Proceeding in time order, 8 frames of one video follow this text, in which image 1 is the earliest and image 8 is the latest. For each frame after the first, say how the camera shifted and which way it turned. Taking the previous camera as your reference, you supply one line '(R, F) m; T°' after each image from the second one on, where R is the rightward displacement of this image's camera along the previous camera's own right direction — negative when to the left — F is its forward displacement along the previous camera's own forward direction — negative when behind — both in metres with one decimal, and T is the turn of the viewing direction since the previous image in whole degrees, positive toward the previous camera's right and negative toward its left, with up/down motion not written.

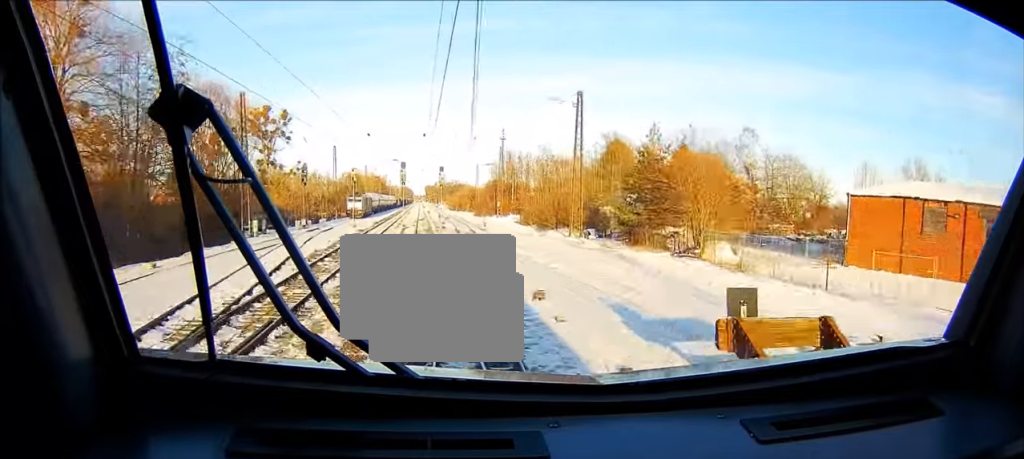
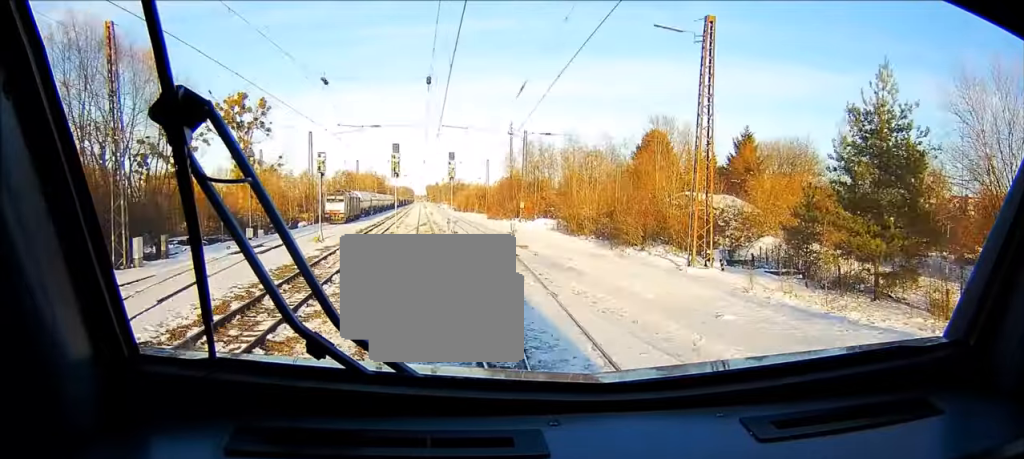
(0.0, +27.1) m; 0°
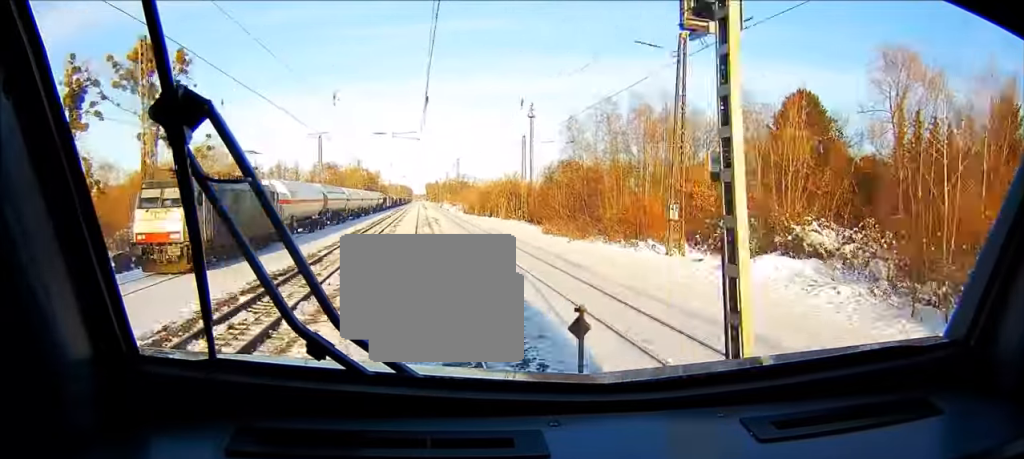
(+0.1, +55.5) m; 0°
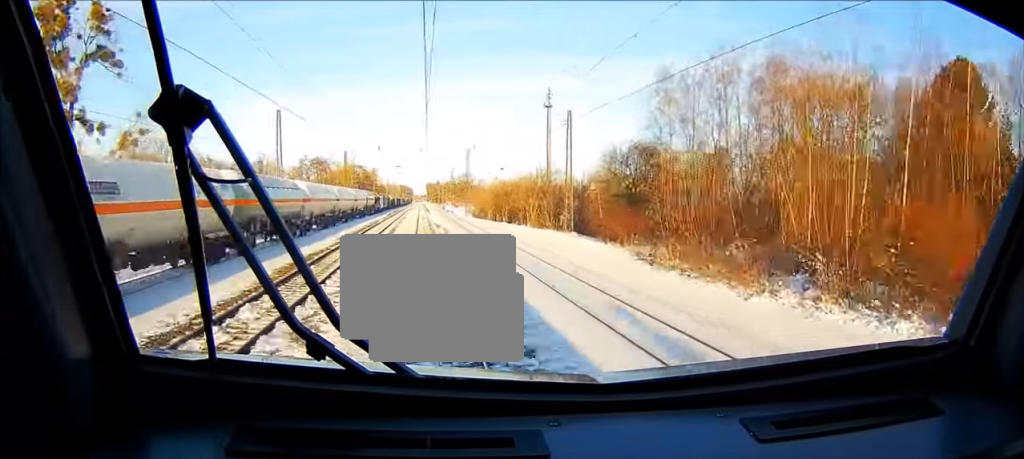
(0.0, +29.7) m; 0°
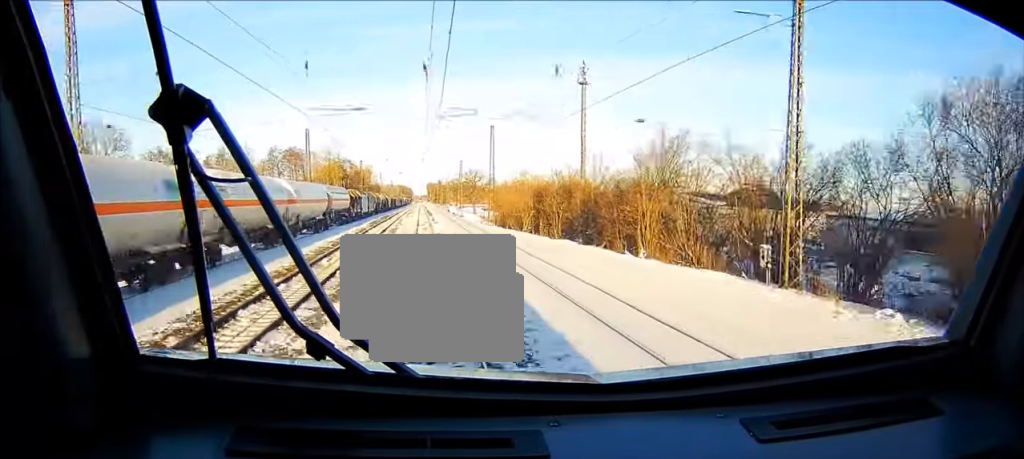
(0.0, +42.6) m; 0°
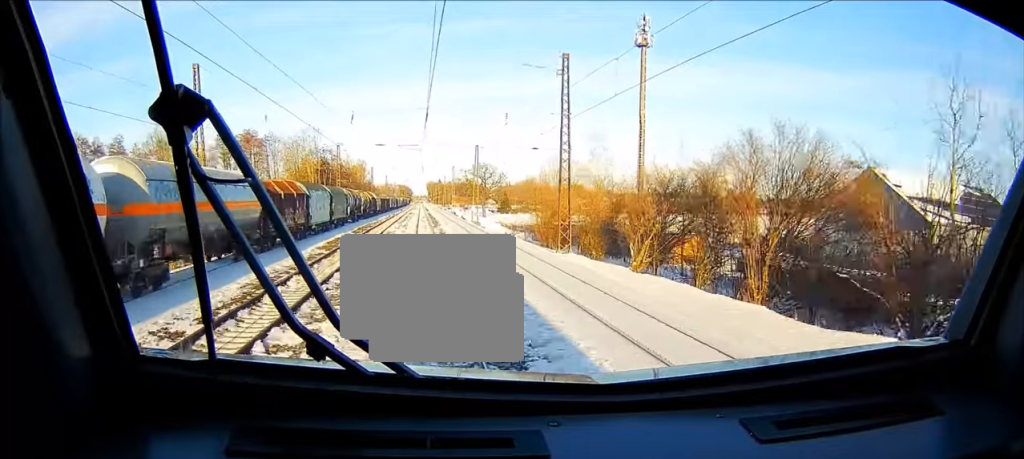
(0.0, +43.8) m; 0°
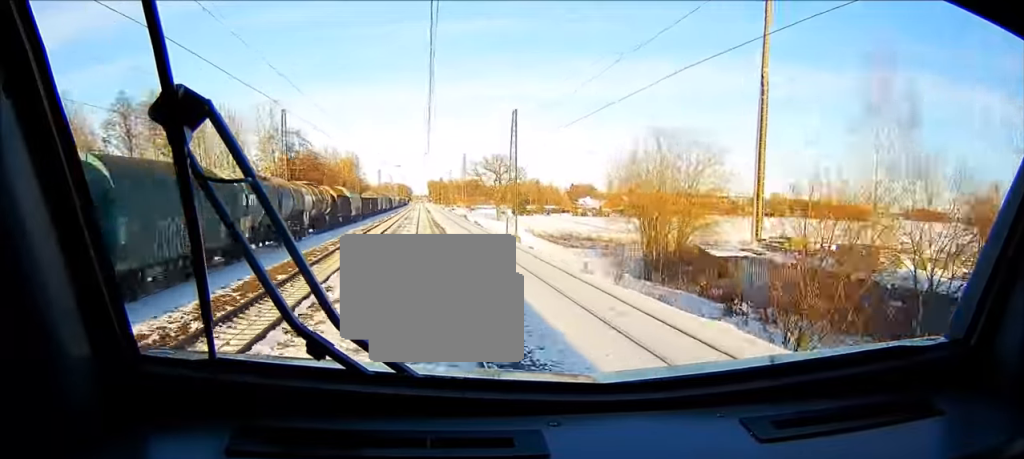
(-0.1, +43.8) m; 0°
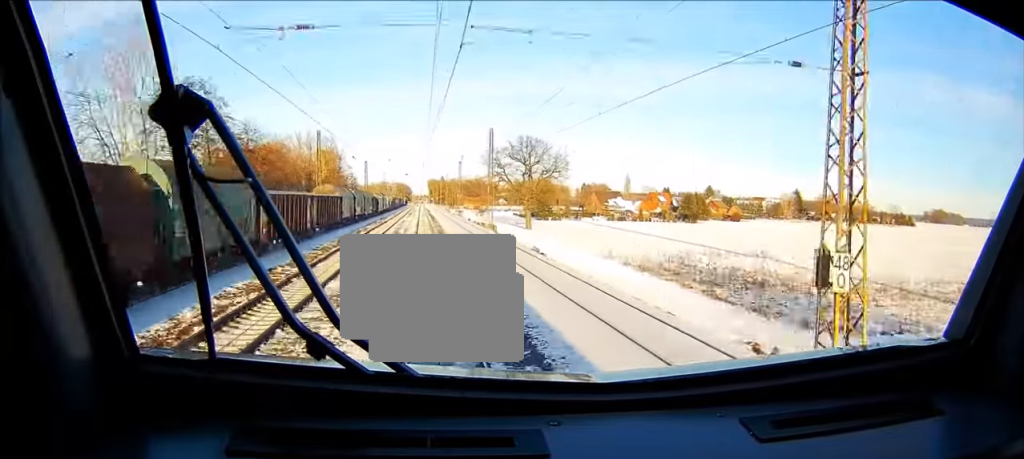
(0.0, +55.3) m; 0°
